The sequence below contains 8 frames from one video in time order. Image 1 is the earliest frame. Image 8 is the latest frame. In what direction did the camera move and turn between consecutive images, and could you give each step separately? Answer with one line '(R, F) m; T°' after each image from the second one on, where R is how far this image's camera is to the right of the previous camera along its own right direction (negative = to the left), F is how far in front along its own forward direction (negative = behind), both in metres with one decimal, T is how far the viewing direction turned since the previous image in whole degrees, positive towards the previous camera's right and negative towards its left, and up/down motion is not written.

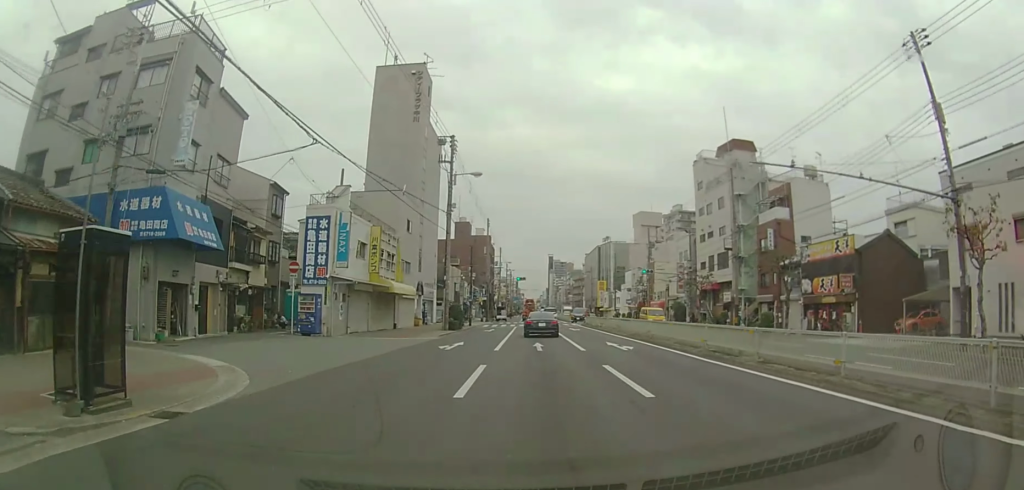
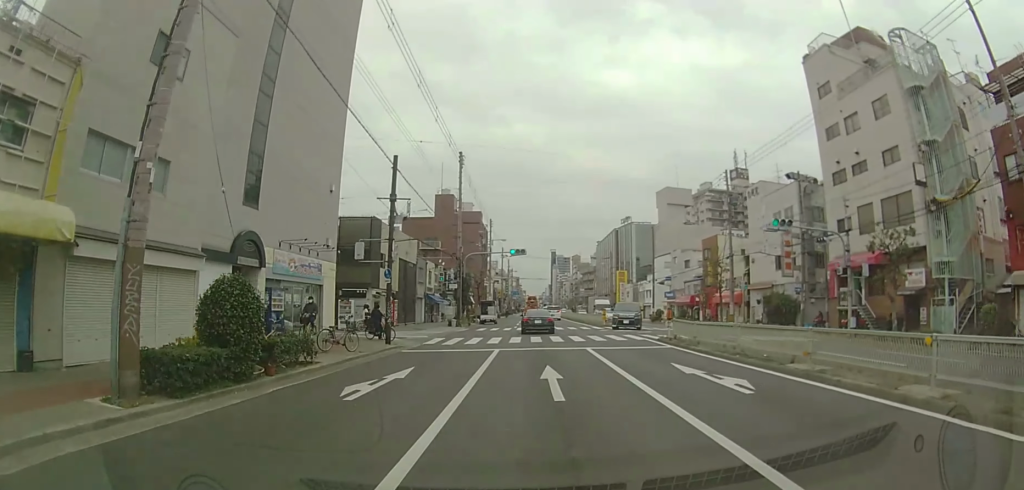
(0.0, +30.3) m; 0°
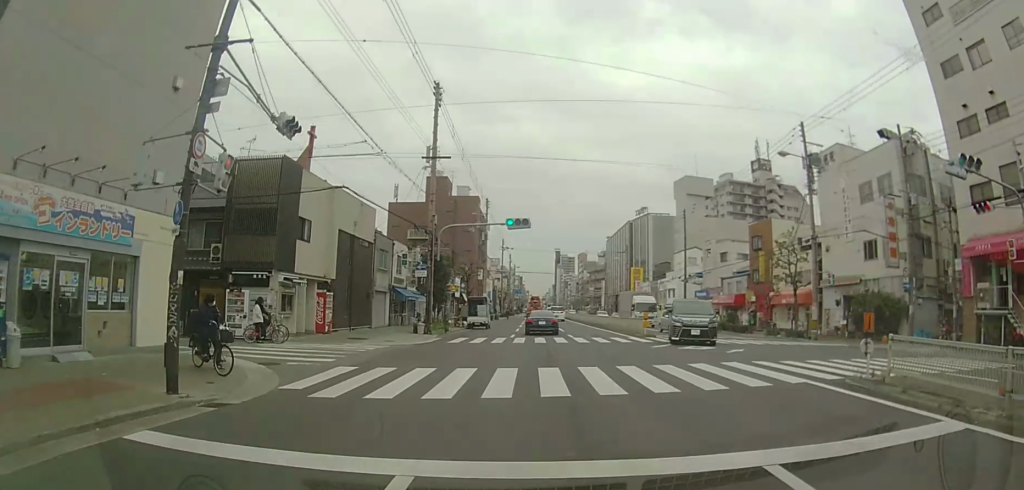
(0.0, +13.4) m; -1°
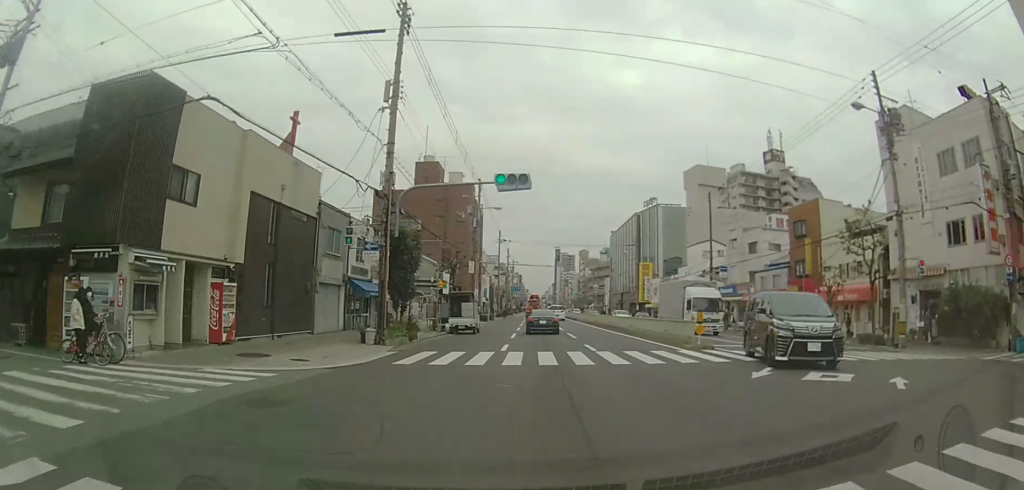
(-0.1, +8.8) m; -1°
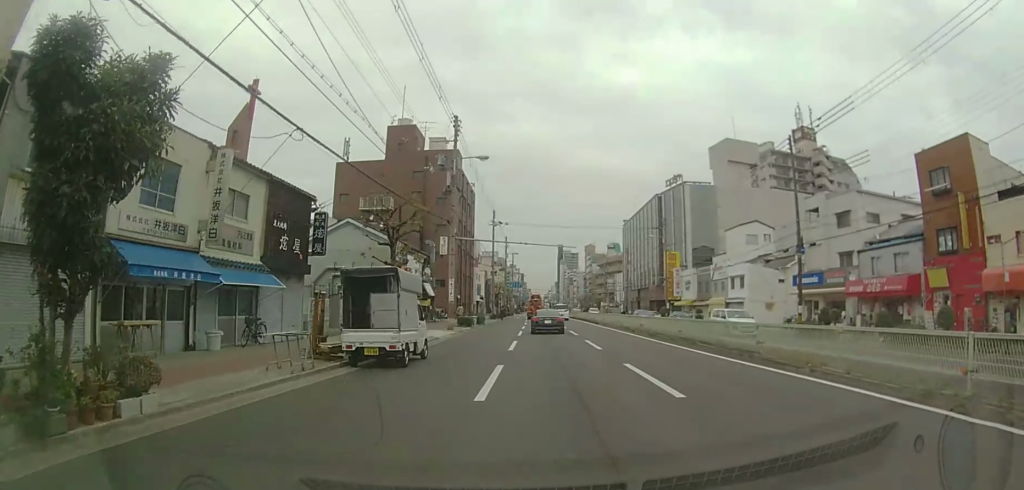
(-0.3, +18.1) m; 0°
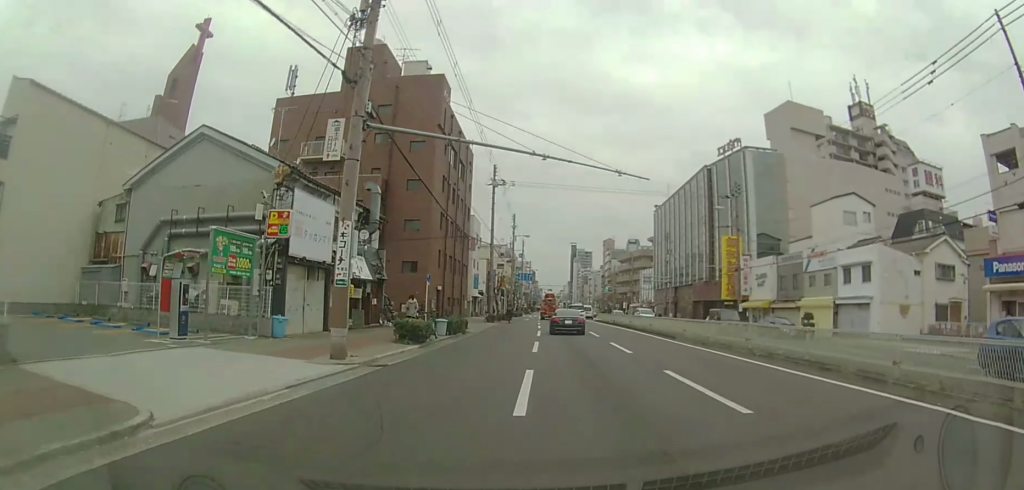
(+0.3, +20.6) m; +1°
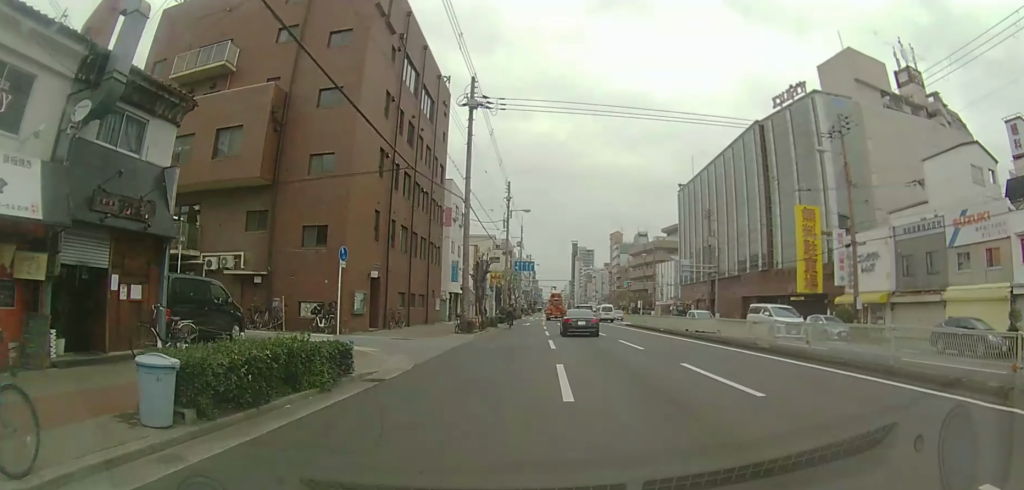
(+0.1, +17.1) m; 0°
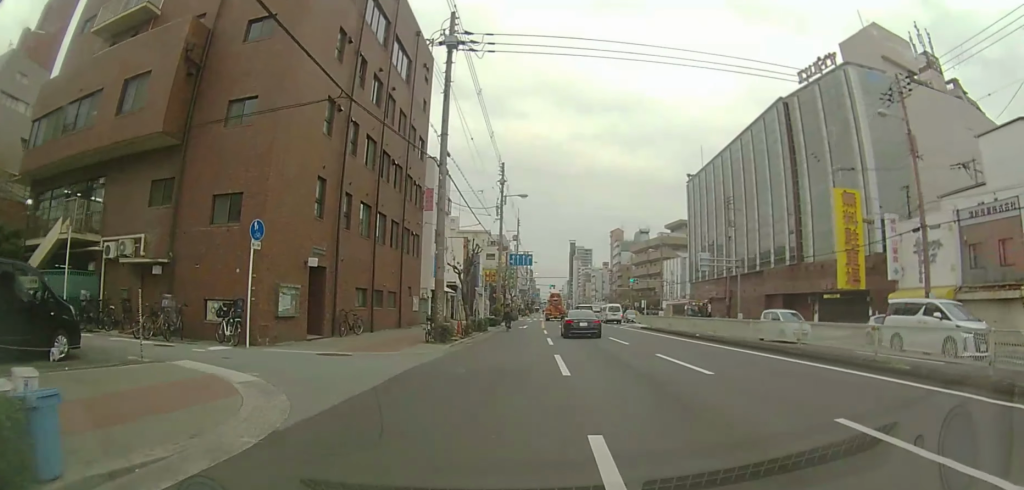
(0.0, +7.2) m; 0°
